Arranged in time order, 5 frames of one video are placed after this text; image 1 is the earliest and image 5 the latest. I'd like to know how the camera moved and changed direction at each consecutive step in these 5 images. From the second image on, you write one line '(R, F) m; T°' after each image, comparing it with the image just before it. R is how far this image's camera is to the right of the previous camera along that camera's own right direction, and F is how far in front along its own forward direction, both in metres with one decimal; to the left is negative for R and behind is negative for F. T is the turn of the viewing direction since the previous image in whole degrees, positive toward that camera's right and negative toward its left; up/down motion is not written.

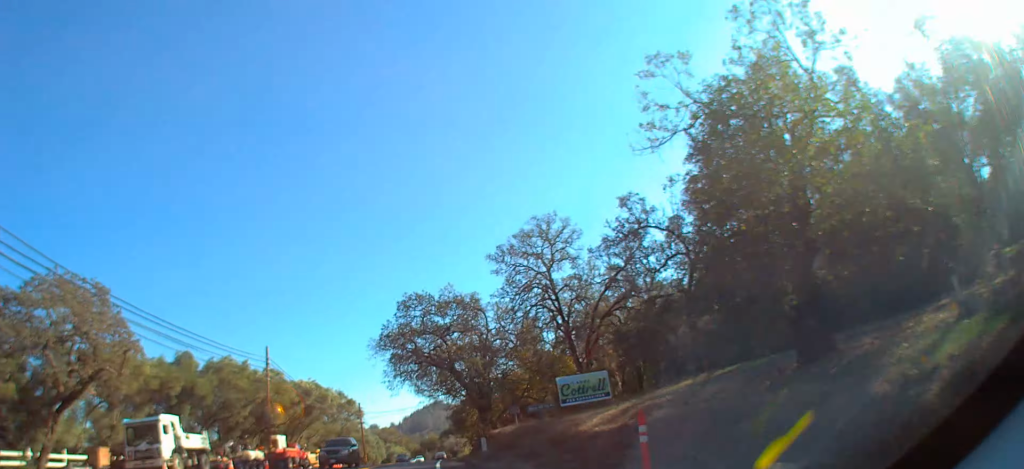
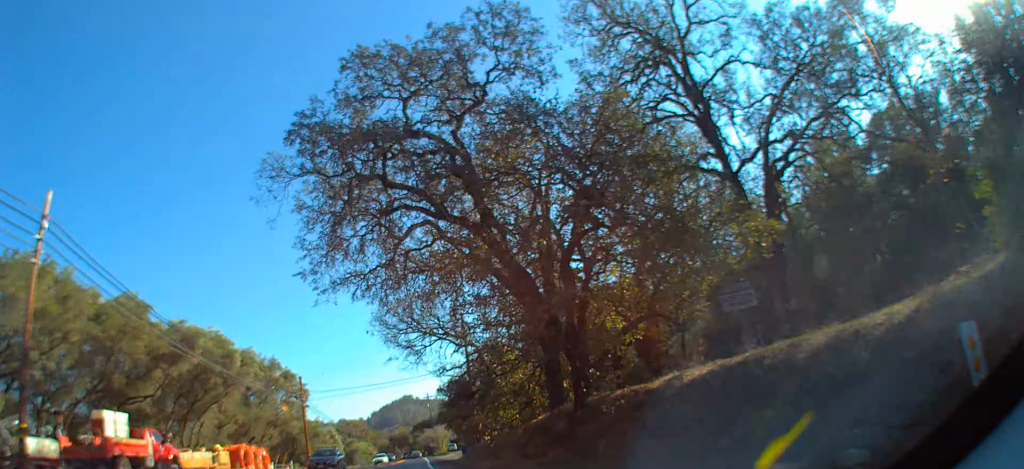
(+0.9, +25.0) m; +2°
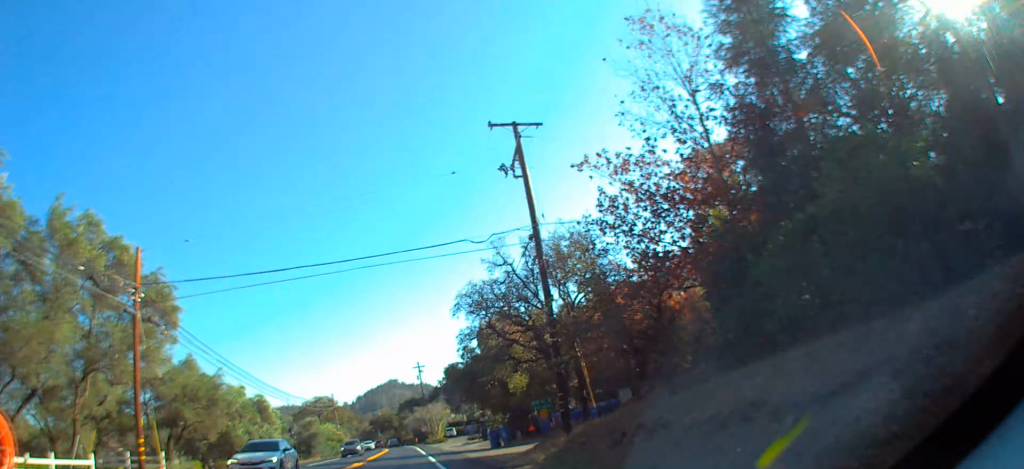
(+0.2, +32.0) m; +1°
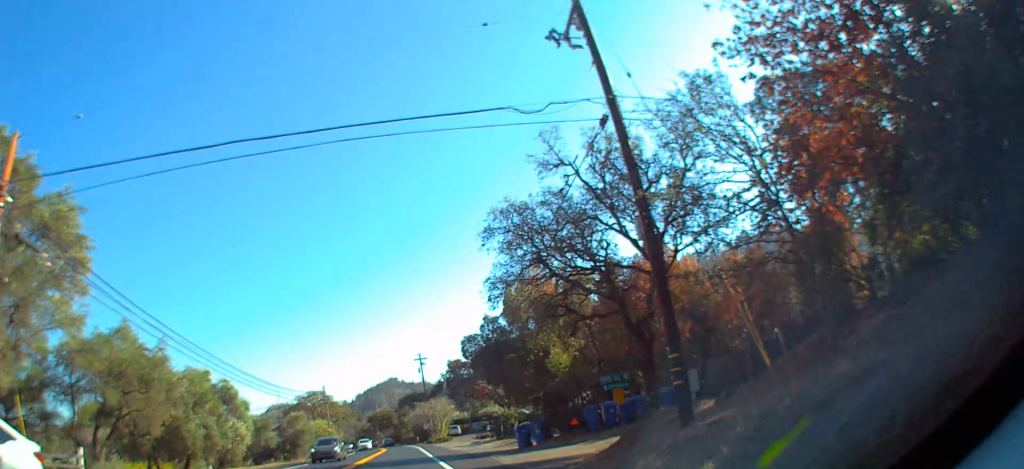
(+0.1, +9.2) m; 0°
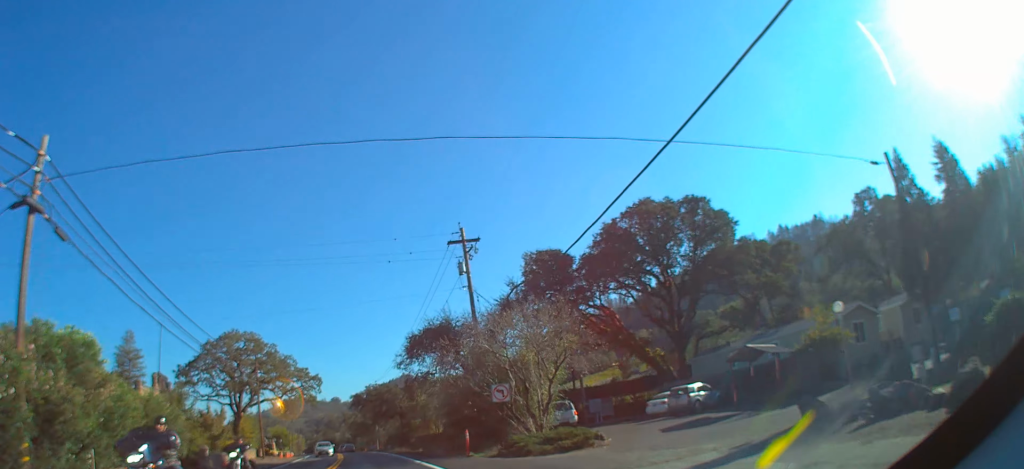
(+4.0, +62.0) m; +16°
